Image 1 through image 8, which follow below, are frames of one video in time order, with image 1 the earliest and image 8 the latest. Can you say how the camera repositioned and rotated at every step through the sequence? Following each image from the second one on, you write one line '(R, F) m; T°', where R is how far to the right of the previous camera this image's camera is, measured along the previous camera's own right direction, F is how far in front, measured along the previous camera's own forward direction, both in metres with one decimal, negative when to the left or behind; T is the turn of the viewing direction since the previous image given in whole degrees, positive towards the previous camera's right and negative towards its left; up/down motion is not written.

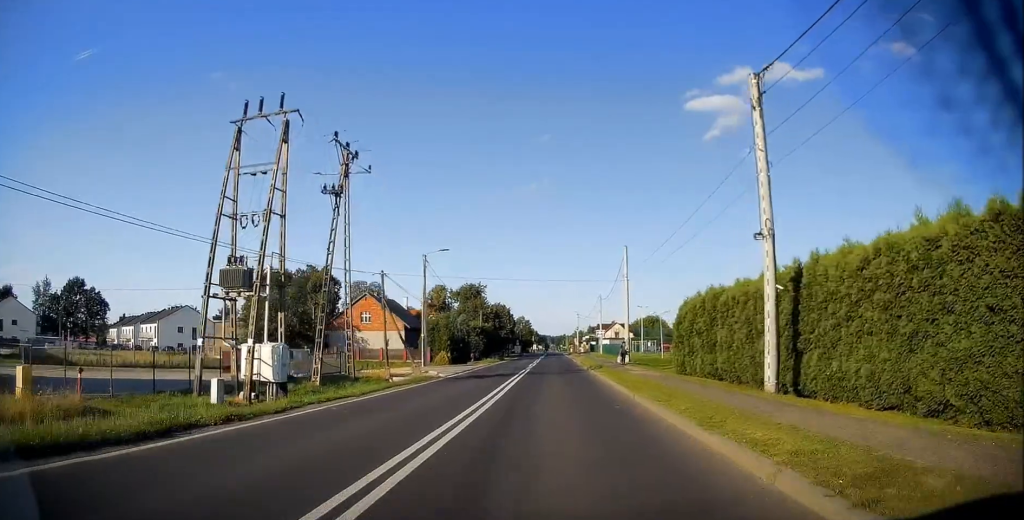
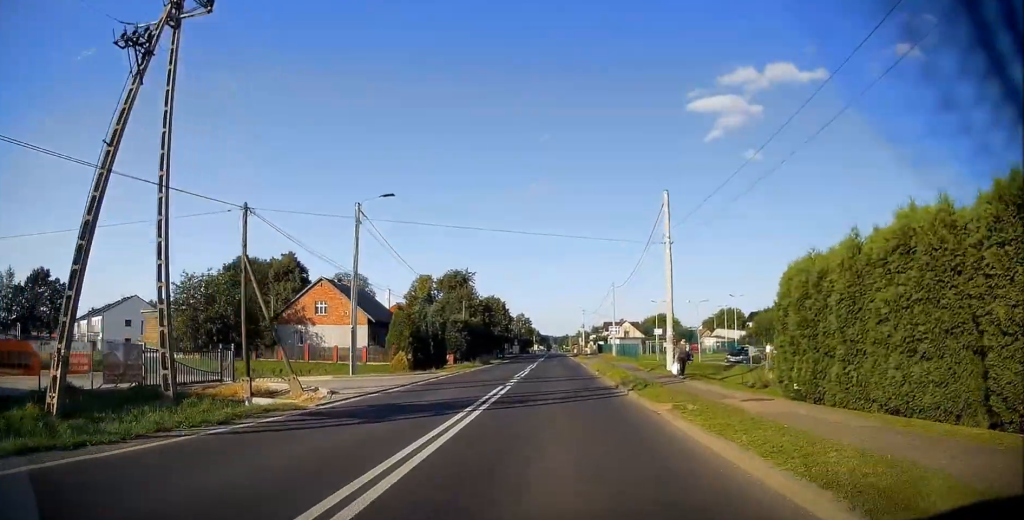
(-0.4, +16.4) m; 0°
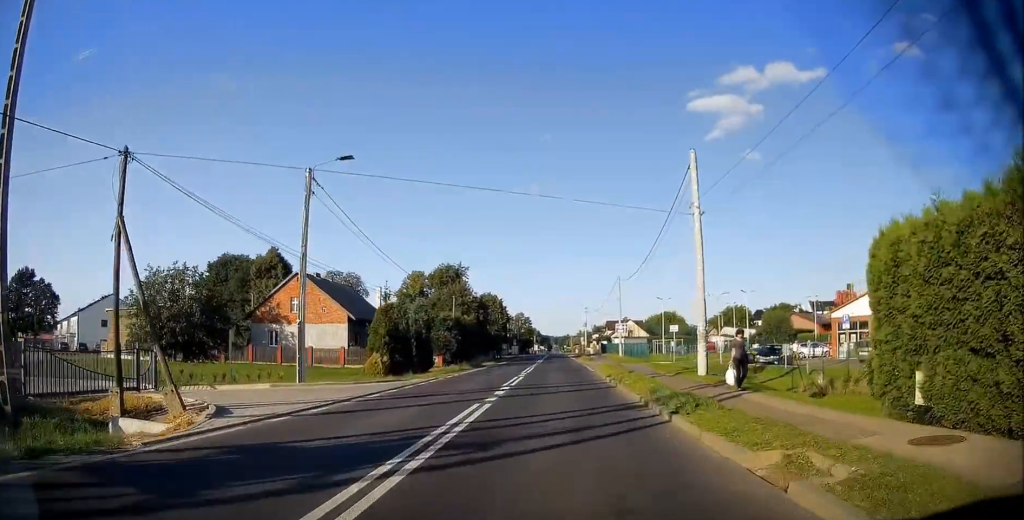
(+0.2, +6.2) m; +1°
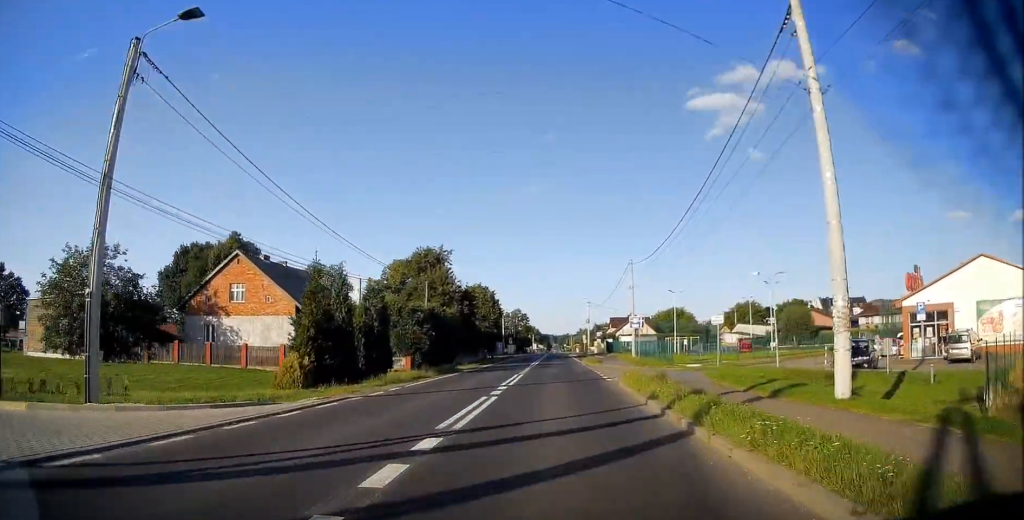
(+0.2, +11.5) m; +1°
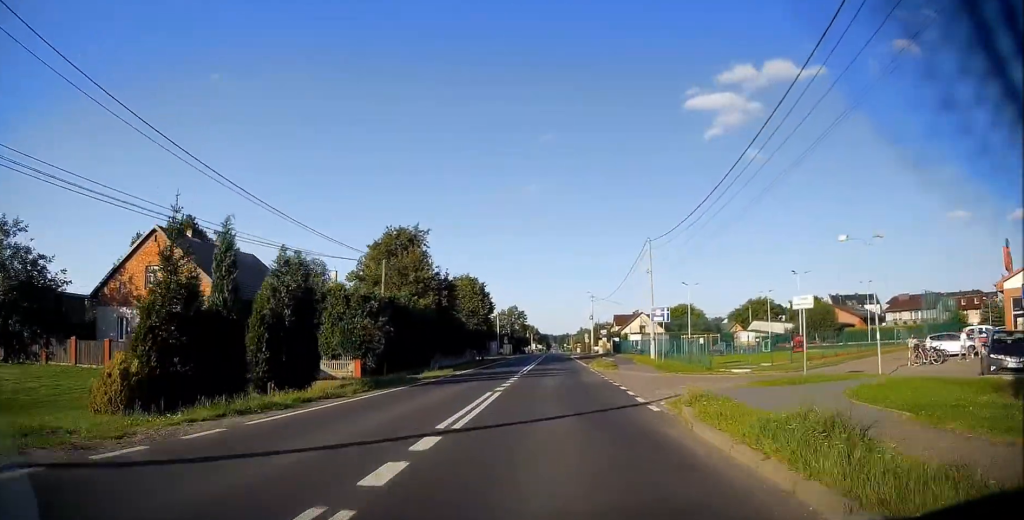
(-0.1, +10.9) m; 0°
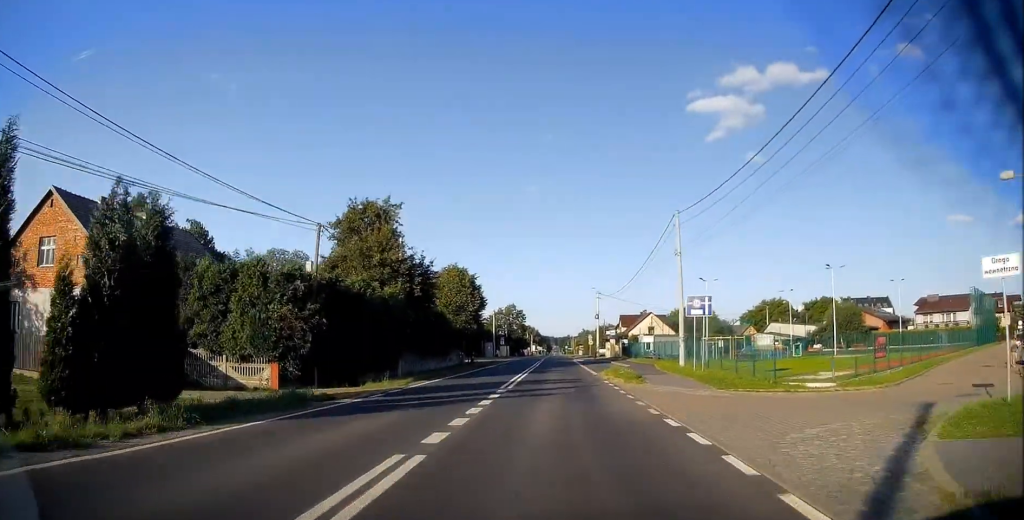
(0.0, +9.9) m; 0°
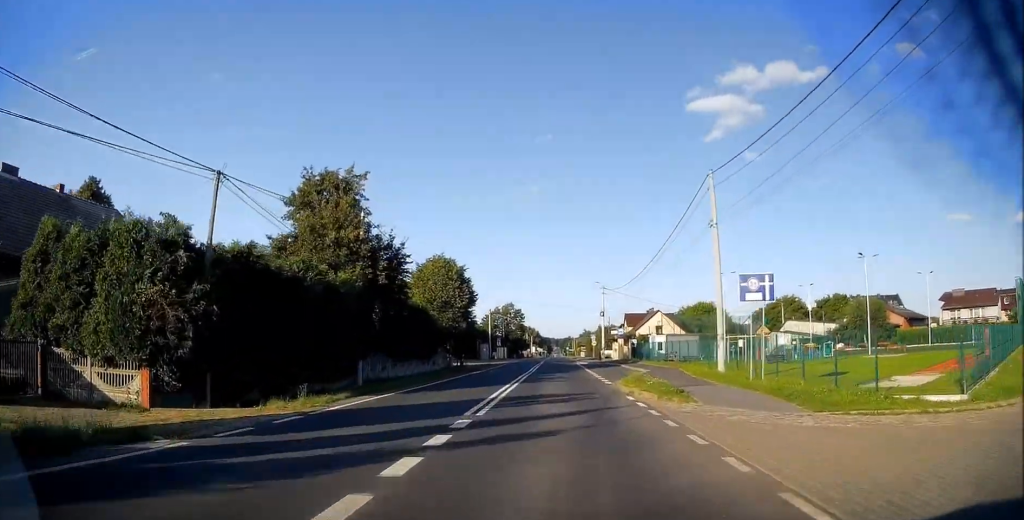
(0.0, +7.9) m; 0°
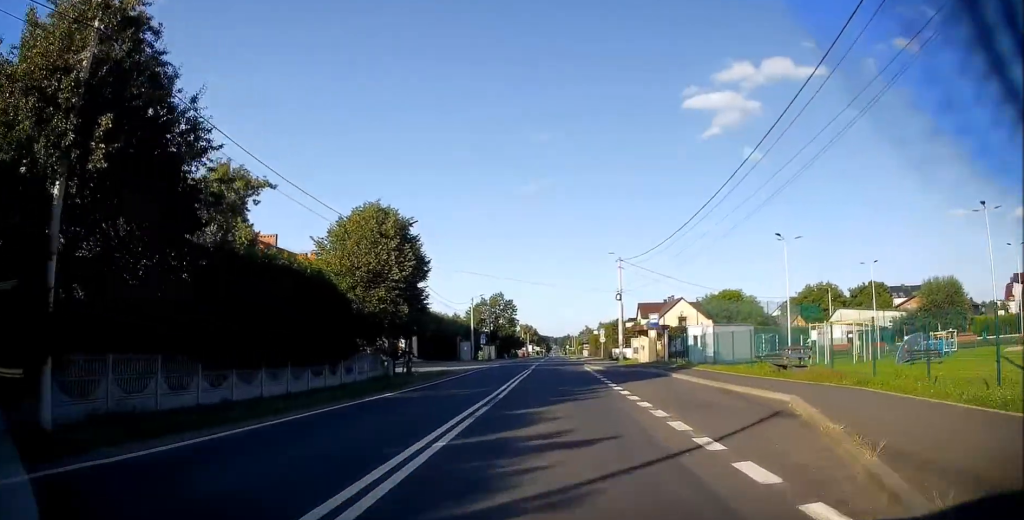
(-0.2, +20.5) m; -1°
